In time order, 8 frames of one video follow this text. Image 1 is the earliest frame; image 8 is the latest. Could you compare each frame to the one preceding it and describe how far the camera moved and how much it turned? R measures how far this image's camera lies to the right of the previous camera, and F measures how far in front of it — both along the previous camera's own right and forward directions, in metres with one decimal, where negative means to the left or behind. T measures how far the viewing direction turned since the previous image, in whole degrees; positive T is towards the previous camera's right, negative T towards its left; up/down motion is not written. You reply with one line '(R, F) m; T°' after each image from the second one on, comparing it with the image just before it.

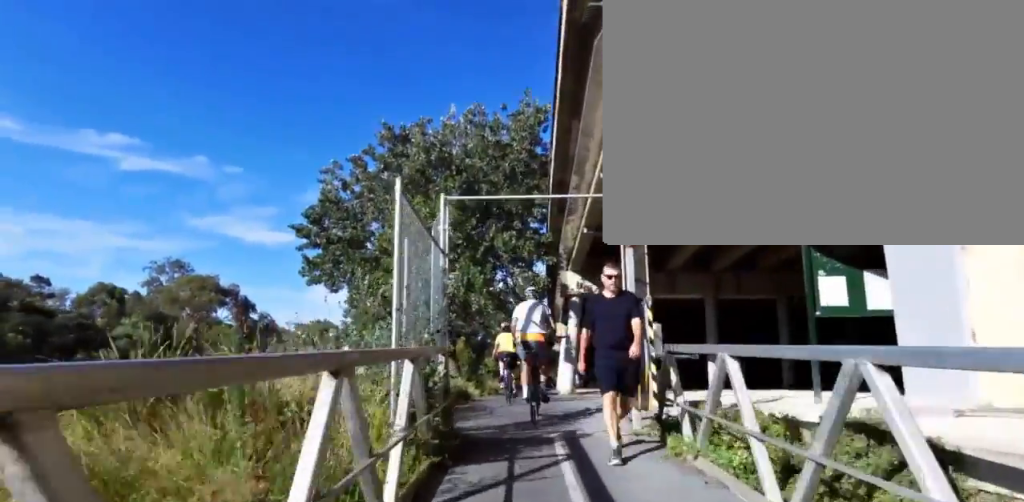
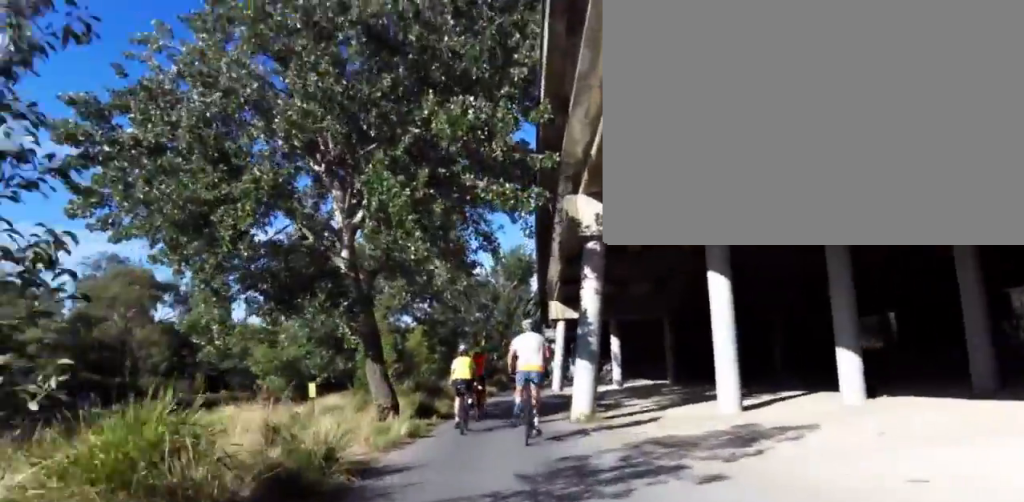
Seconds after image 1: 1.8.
(+0.6, +11.4) m; -6°
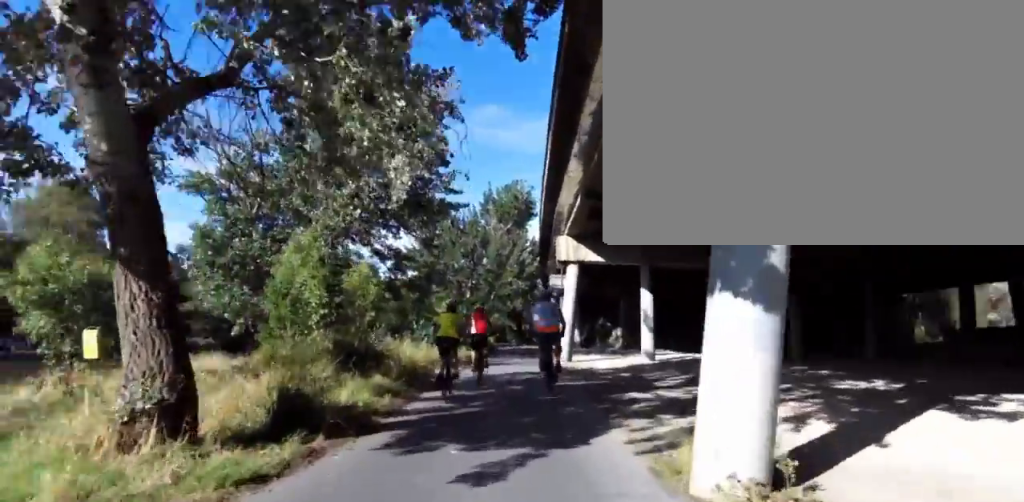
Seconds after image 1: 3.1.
(-1.5, +8.9) m; -8°
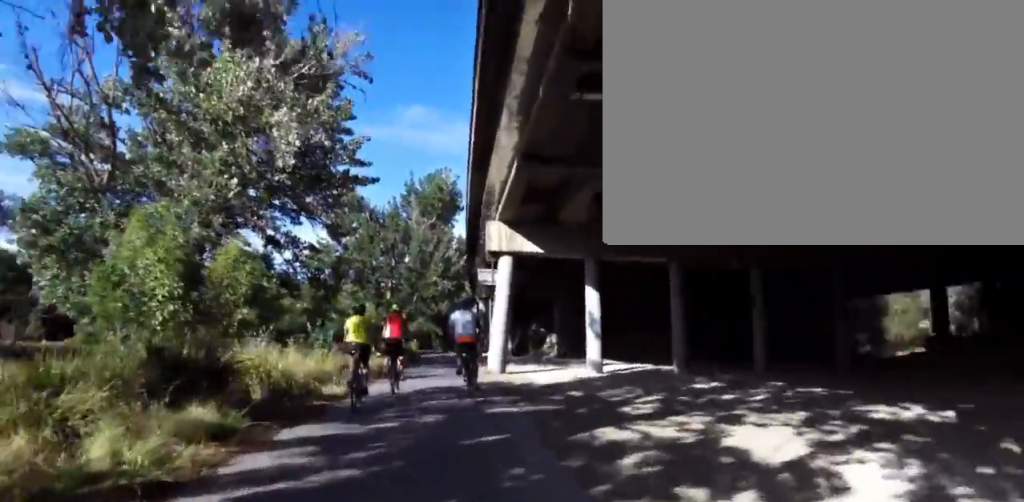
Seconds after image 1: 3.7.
(+0.4, +3.4) m; +4°
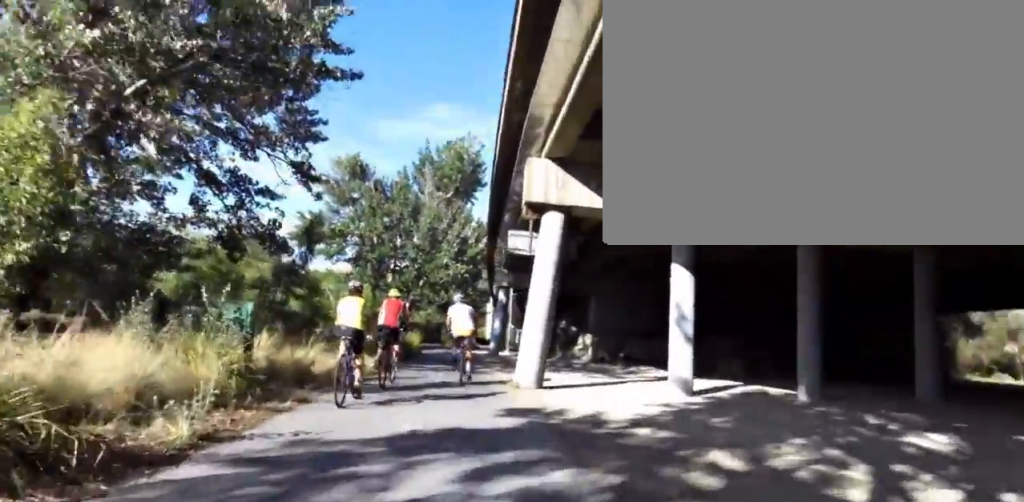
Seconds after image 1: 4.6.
(+0.4, +6.9) m; +3°
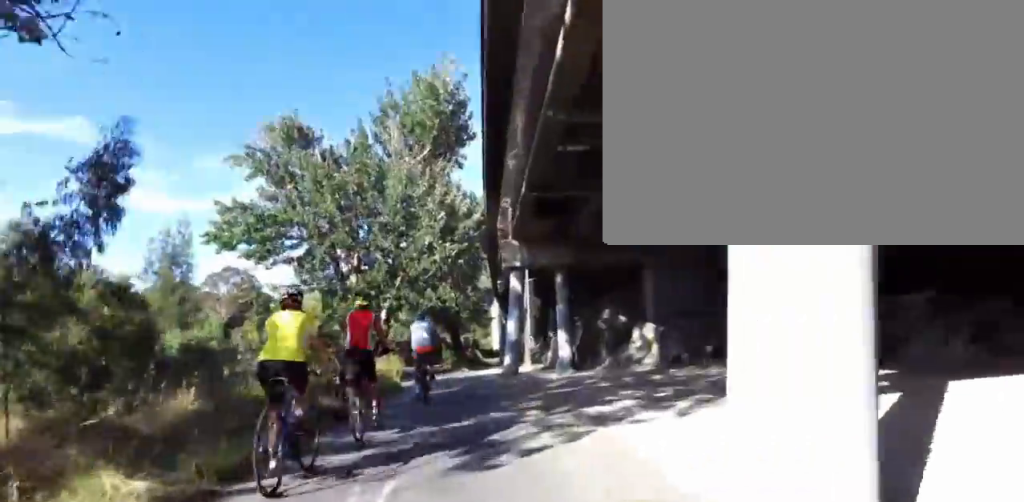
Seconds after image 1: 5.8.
(-0.1, +10.9) m; -2°
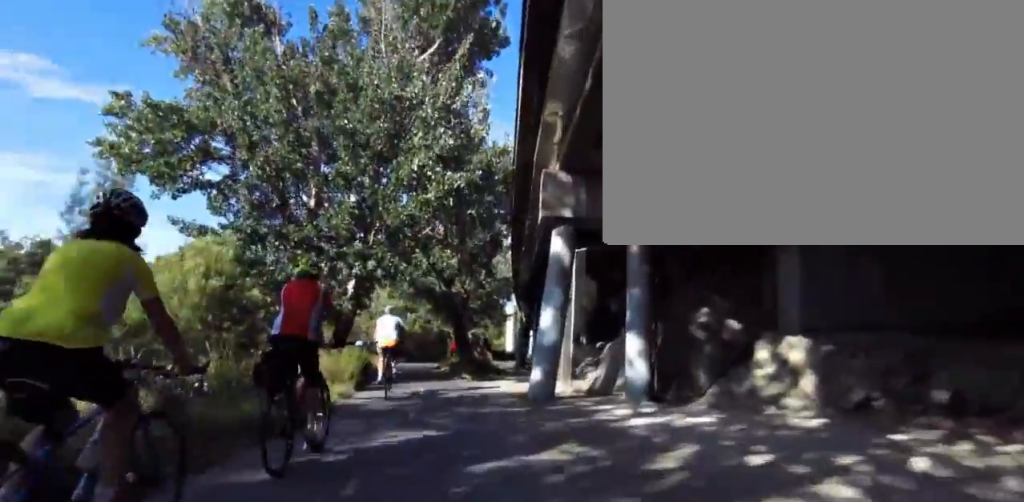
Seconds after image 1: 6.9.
(-0.2, +9.6) m; -4°
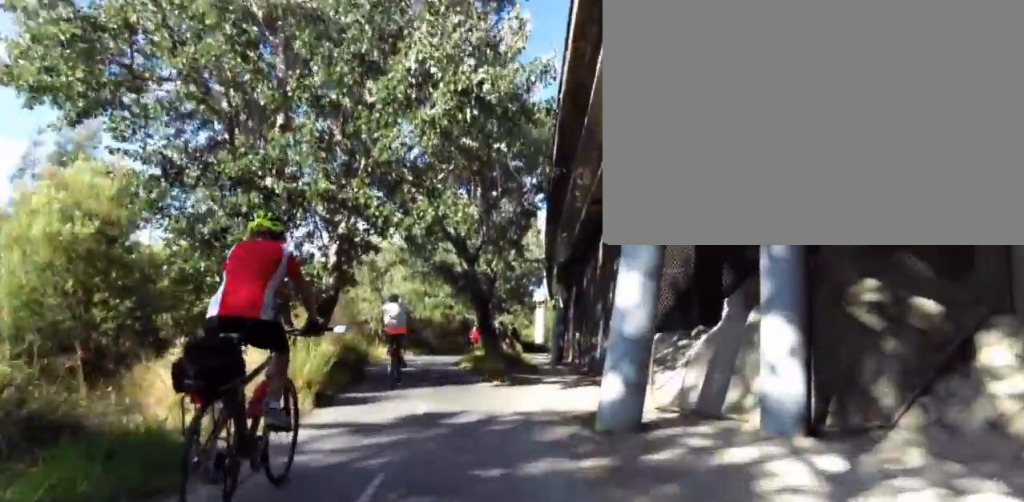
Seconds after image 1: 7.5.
(-0.1, +5.1) m; -2°
